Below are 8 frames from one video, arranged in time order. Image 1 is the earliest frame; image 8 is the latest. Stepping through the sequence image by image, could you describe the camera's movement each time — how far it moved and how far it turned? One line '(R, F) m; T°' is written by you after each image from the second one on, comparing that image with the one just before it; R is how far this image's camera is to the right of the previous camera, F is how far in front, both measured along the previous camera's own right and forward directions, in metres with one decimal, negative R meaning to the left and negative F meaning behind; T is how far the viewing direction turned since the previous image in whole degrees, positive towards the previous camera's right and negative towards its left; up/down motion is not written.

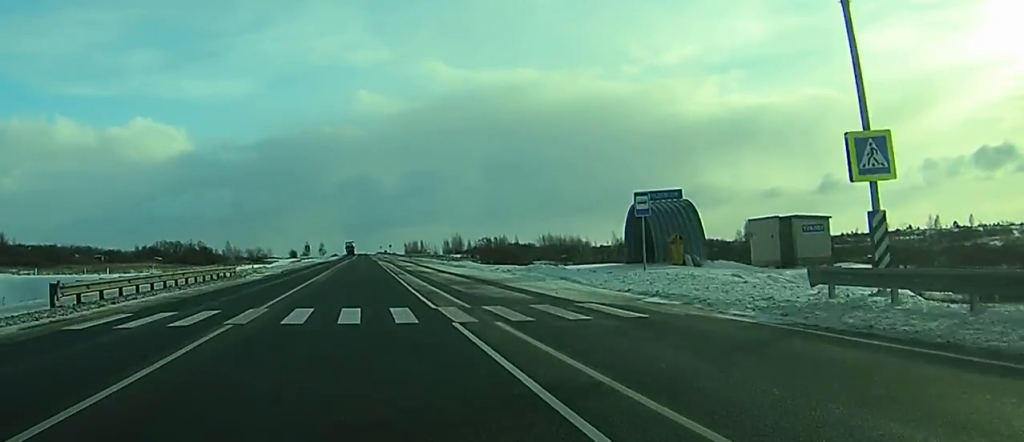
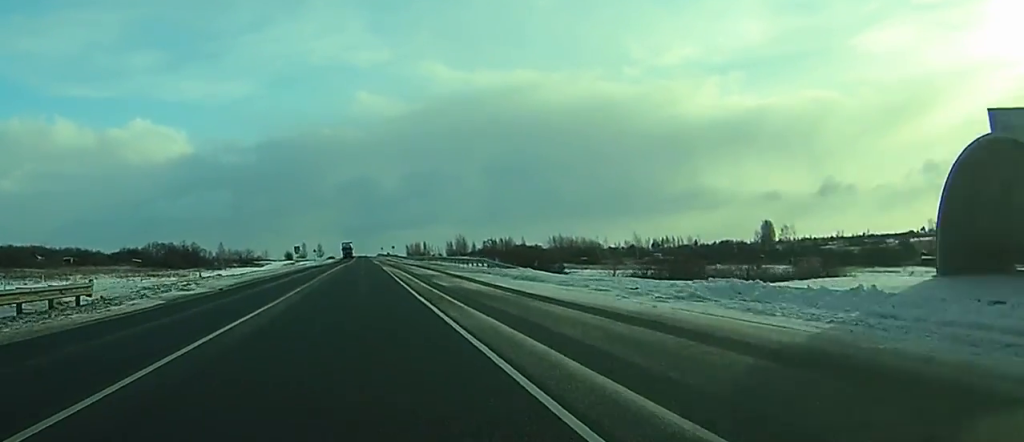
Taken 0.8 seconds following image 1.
(0.0, +25.9) m; 0°
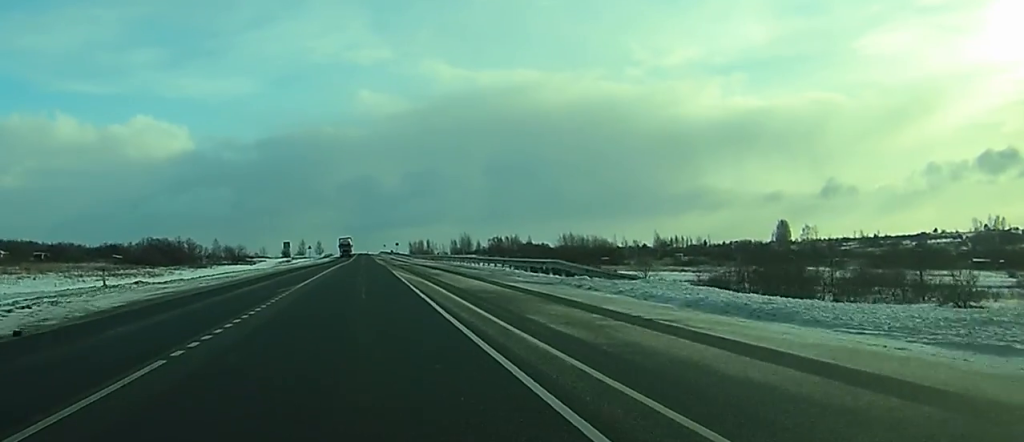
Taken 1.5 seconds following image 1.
(0.0, +20.7) m; 0°
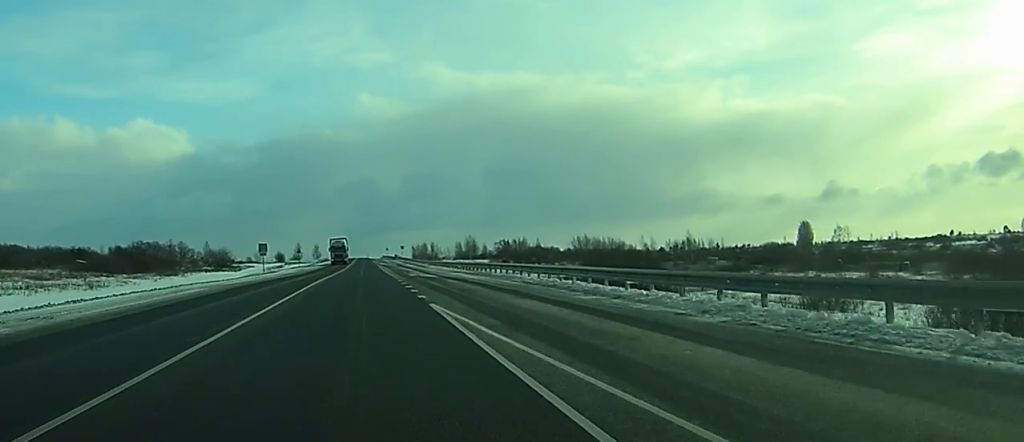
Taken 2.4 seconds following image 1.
(0.0, +28.8) m; 0°
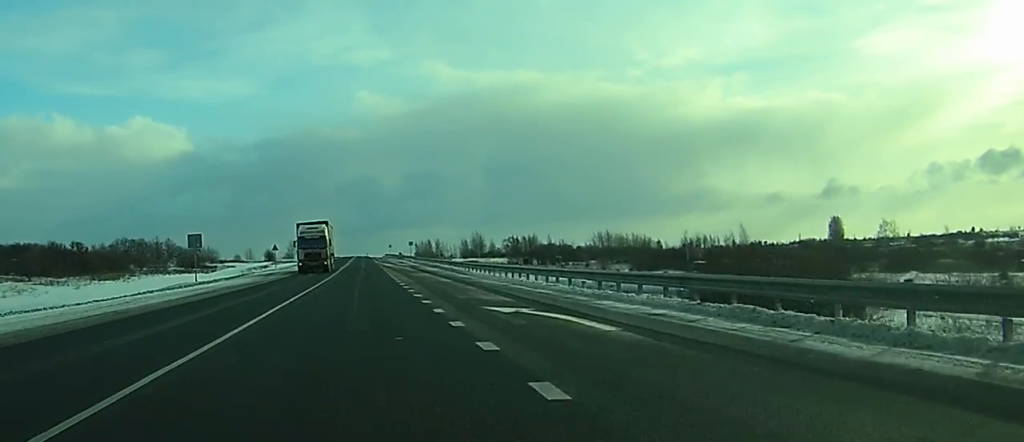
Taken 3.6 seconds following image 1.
(-0.1, +37.1) m; 0°
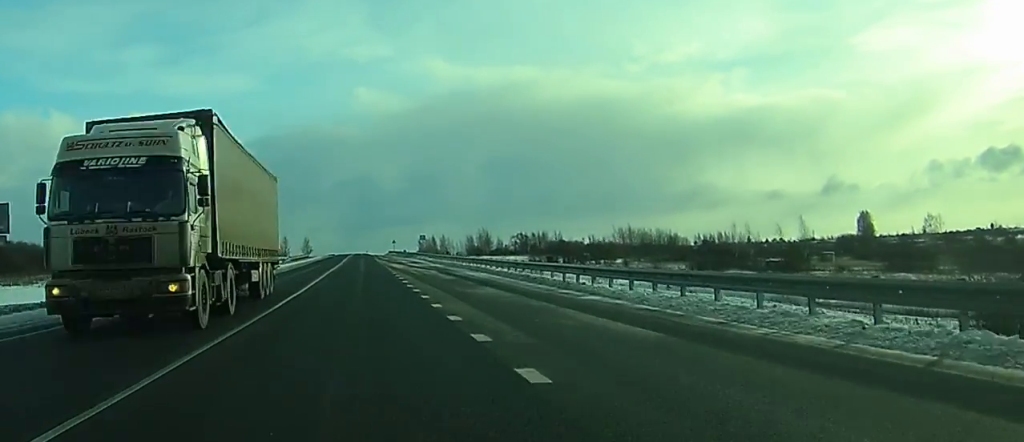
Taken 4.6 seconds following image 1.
(-0.1, +31.0) m; 0°
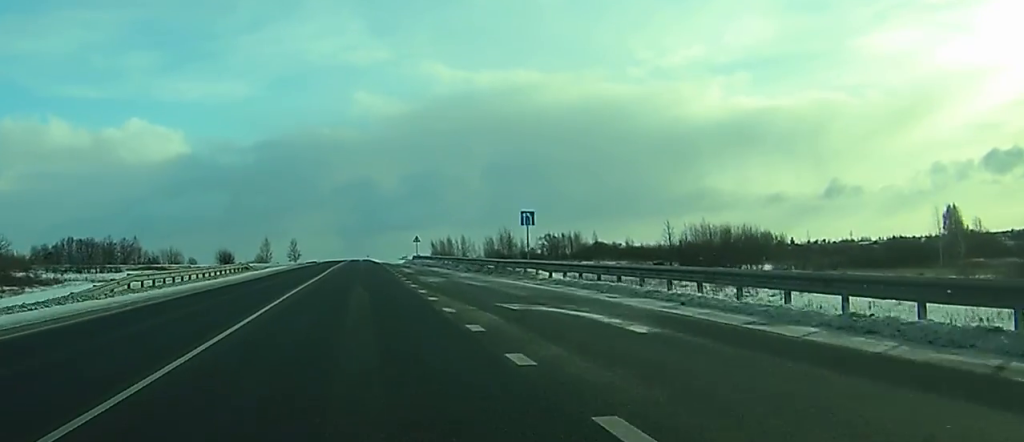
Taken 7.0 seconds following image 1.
(-0.5, +75.0) m; -1°
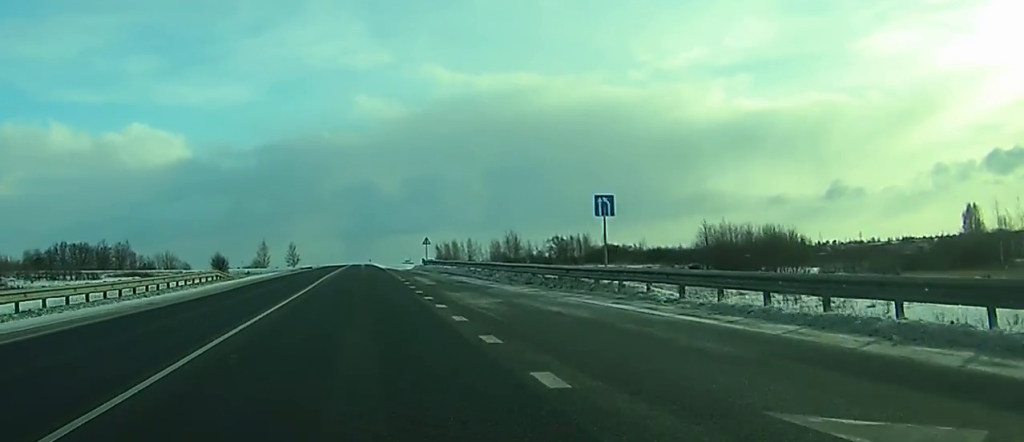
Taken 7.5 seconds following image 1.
(0.0, +13.6) m; 0°
